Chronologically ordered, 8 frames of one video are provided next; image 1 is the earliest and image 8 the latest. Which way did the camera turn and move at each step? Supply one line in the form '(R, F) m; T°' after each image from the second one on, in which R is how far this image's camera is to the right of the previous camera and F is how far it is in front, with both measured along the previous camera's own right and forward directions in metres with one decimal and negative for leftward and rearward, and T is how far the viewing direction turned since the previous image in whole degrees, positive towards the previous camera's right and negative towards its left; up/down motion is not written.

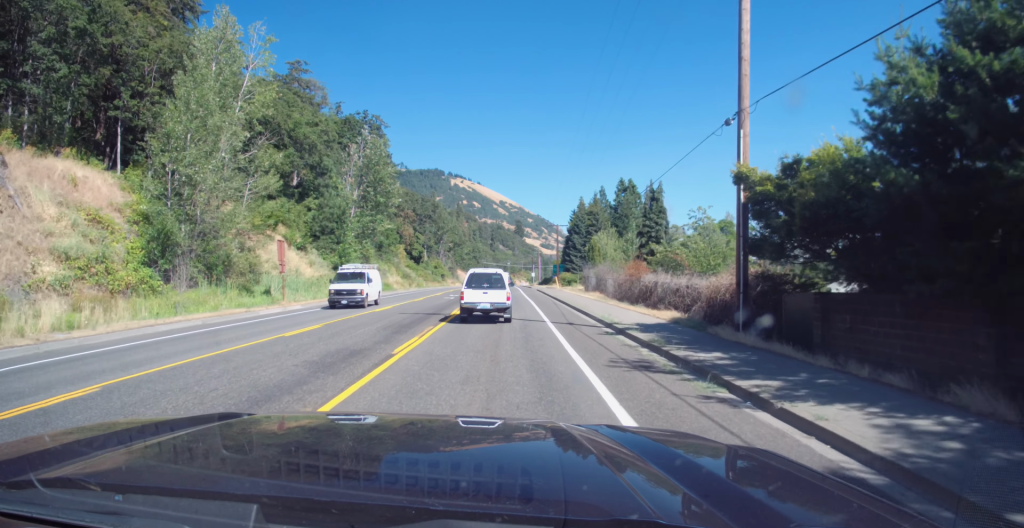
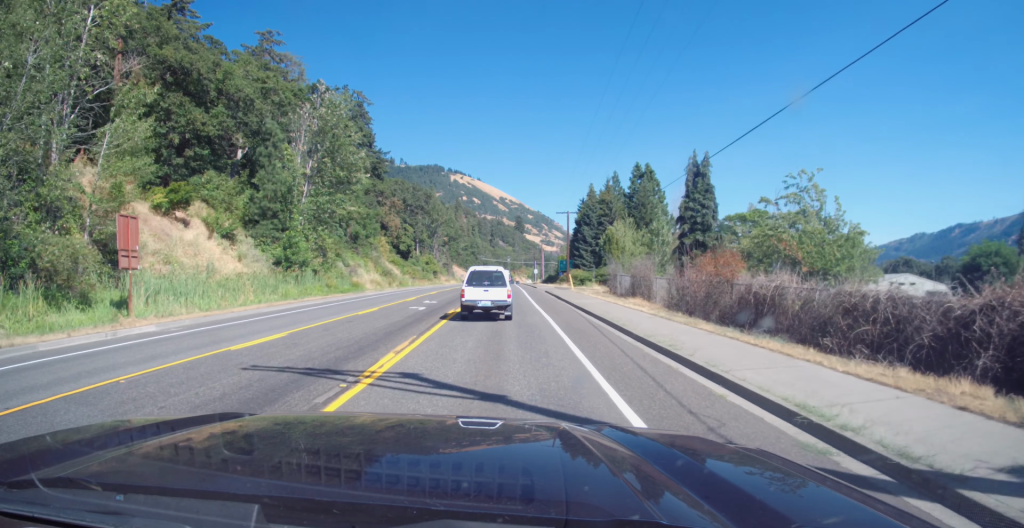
(0.0, +15.9) m; 0°
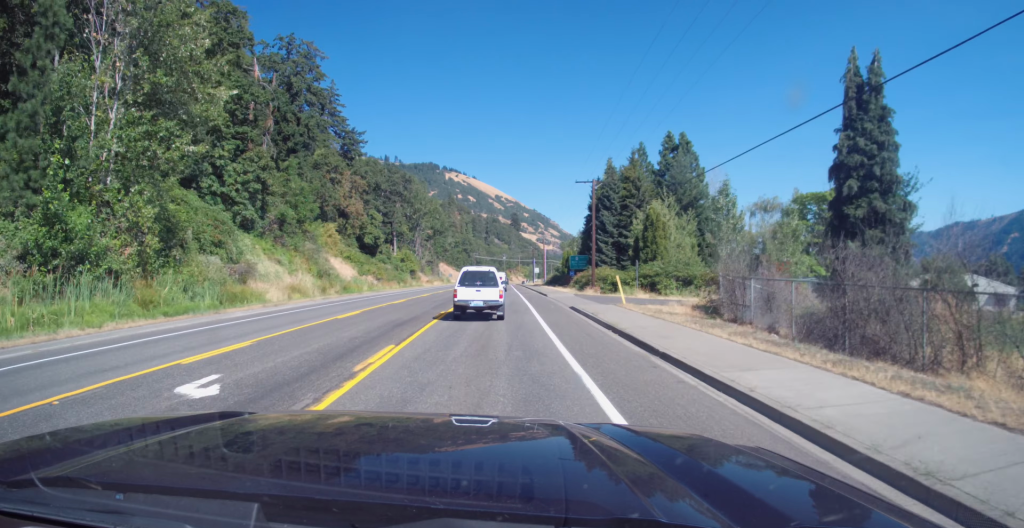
(0.0, +26.6) m; +1°
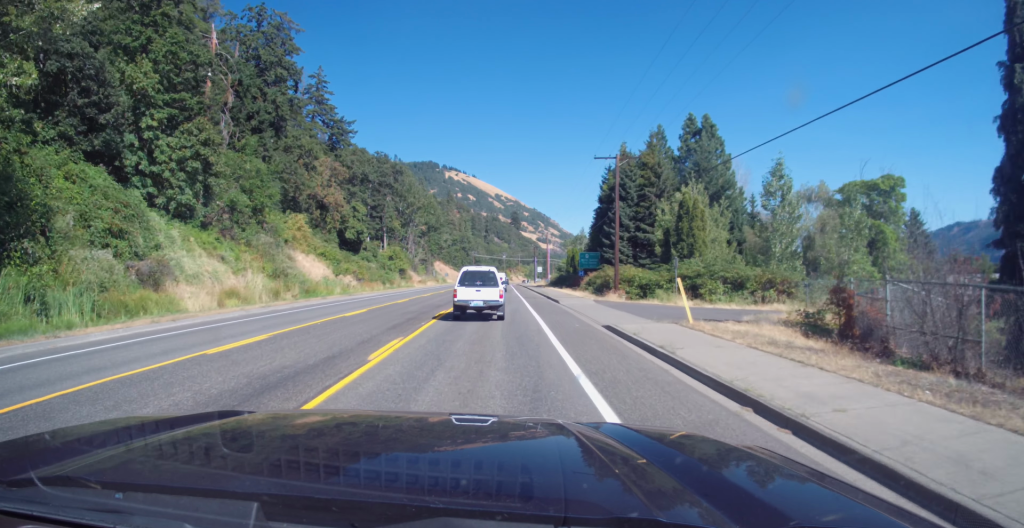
(+0.2, +10.5) m; 0°
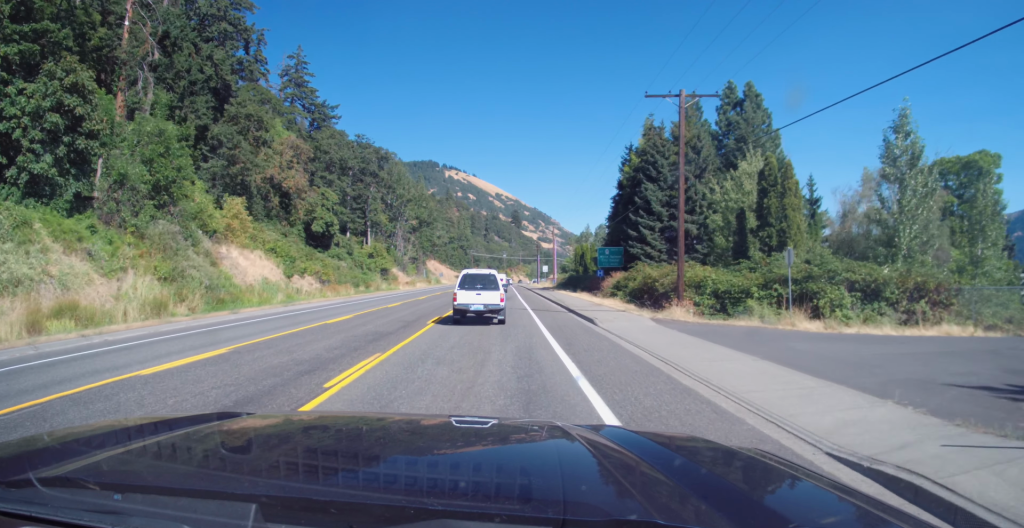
(-0.3, +14.9) m; -3°
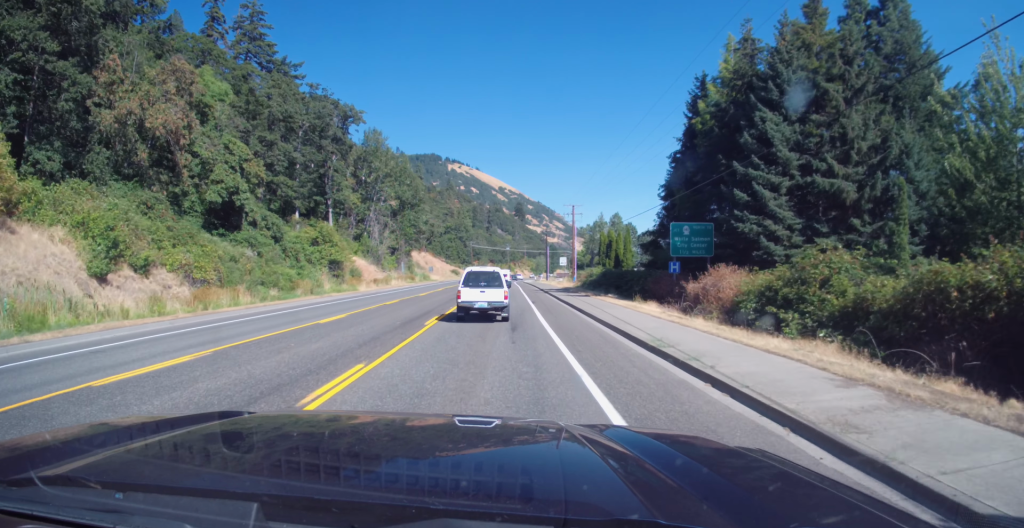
(+0.2, +25.6) m; +2°
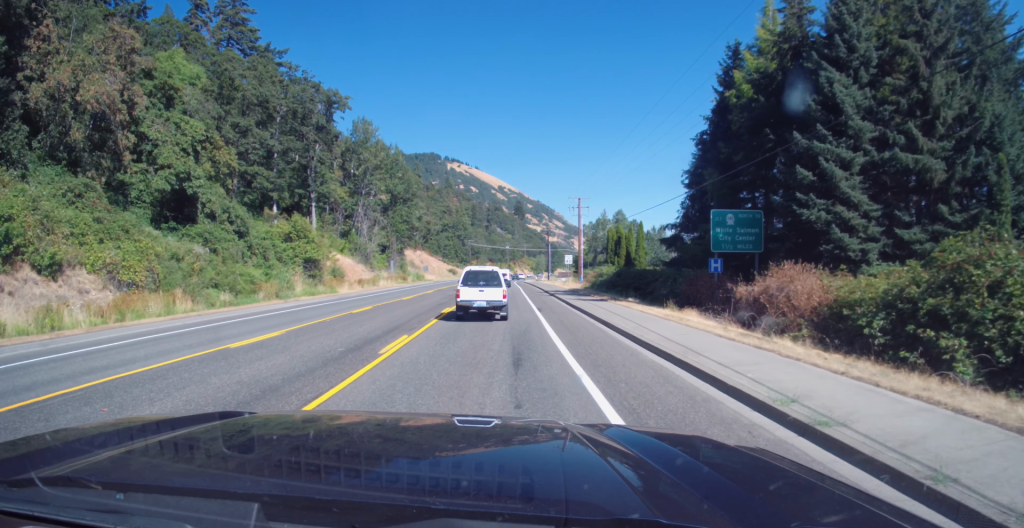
(0.0, +7.1) m; 0°
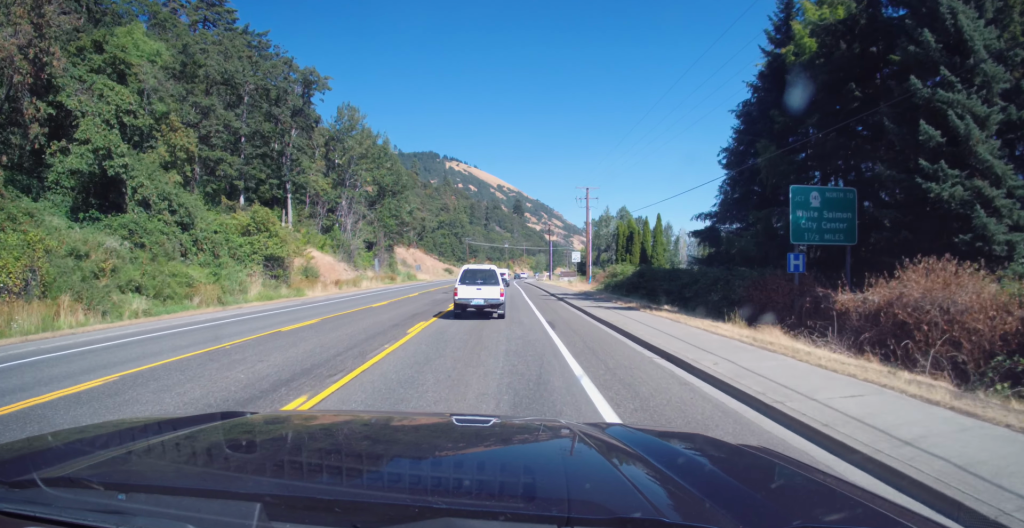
(0.0, +8.4) m; 0°
